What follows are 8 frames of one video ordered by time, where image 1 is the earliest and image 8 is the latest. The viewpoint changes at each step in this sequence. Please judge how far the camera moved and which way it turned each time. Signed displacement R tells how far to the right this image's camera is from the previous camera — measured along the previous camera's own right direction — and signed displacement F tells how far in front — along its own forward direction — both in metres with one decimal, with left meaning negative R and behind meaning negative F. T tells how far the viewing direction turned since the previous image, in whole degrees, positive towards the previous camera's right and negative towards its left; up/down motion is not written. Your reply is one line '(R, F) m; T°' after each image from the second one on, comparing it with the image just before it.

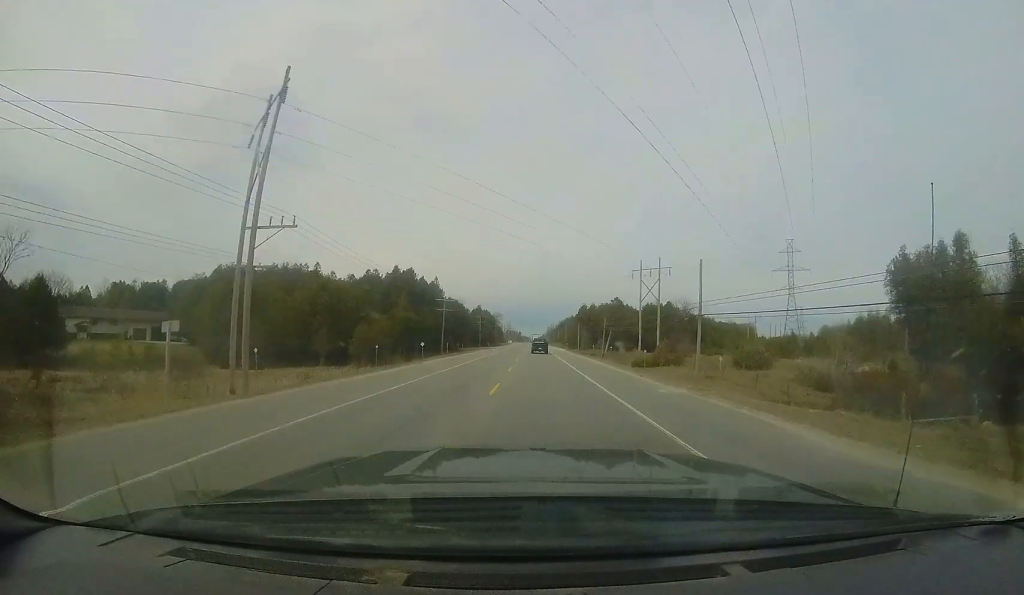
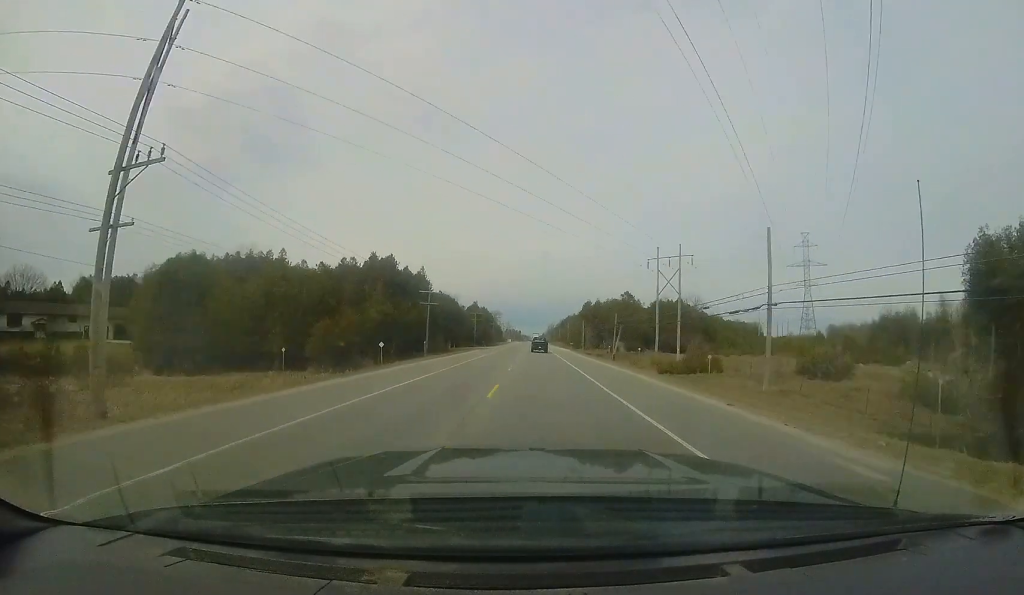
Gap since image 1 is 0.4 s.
(0.0, +9.2) m; 0°
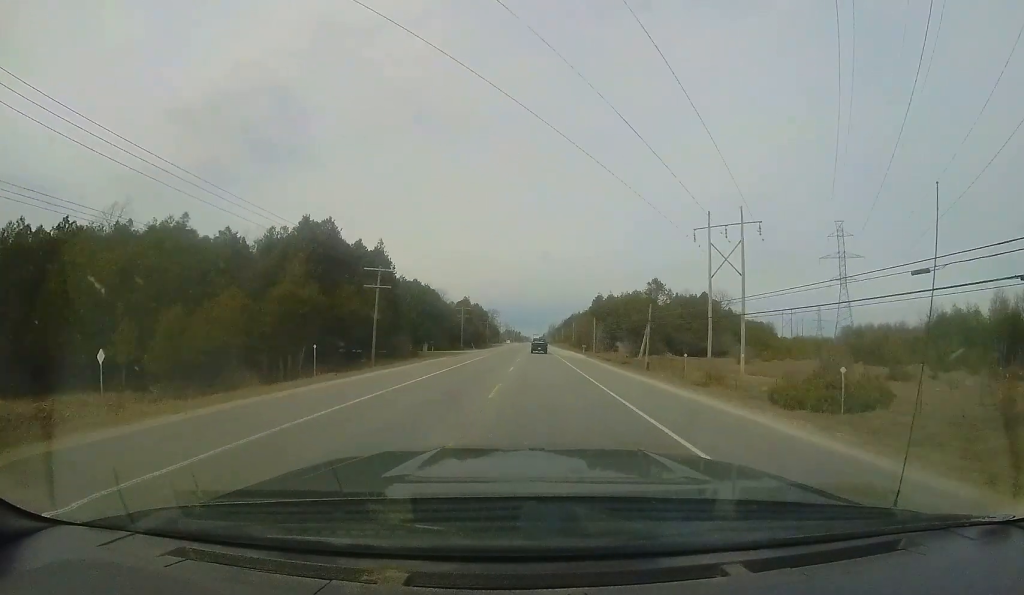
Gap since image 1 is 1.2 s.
(-0.2, +17.6) m; -1°
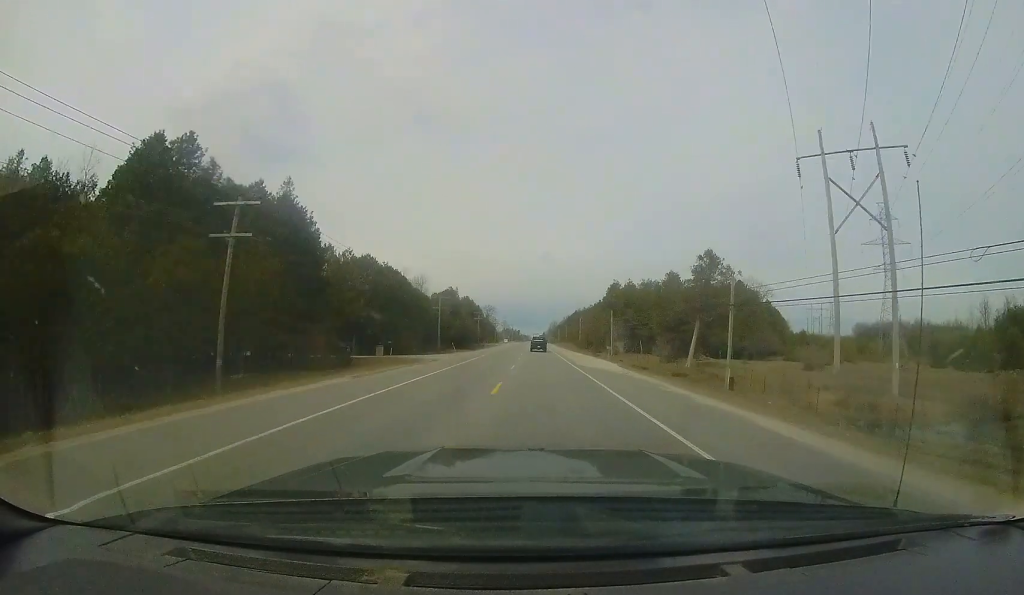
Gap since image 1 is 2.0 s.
(-0.1, +18.3) m; 0°
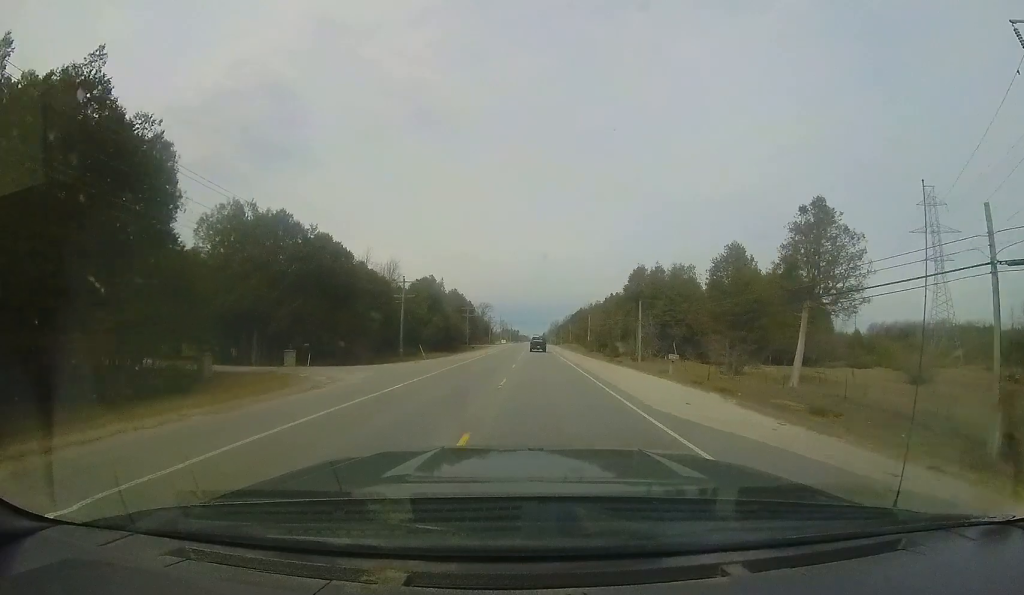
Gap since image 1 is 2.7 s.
(0.0, +16.7) m; 0°
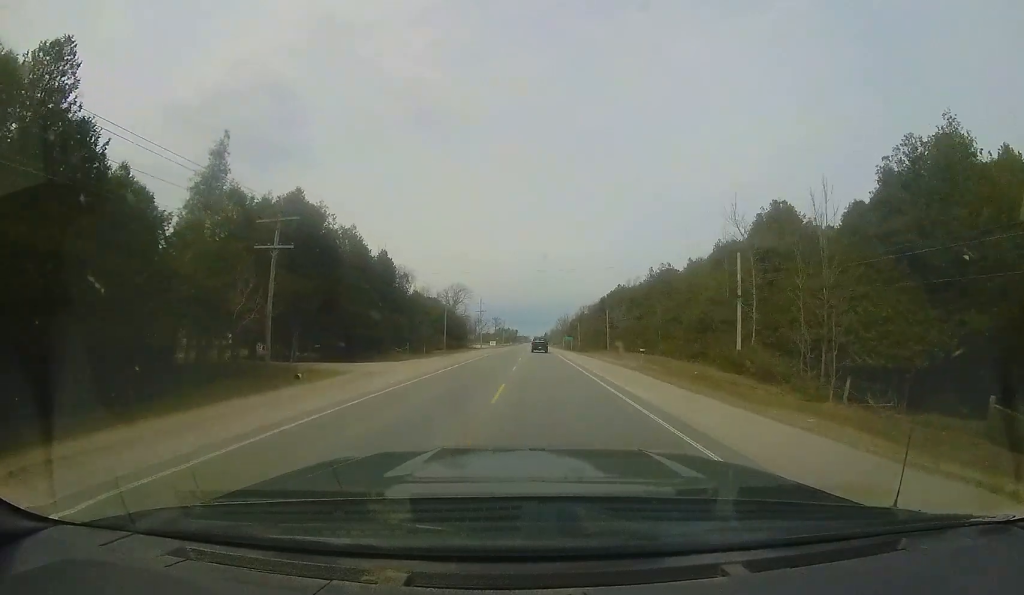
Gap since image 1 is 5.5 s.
(+0.3, +63.6) m; 0°
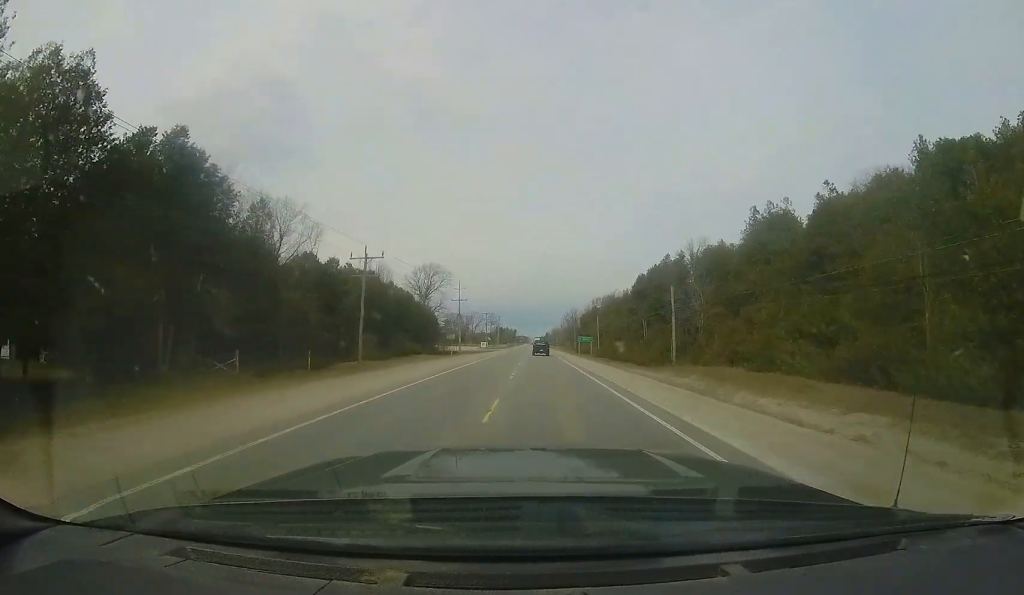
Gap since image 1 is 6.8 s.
(+0.3, +30.4) m; +1°
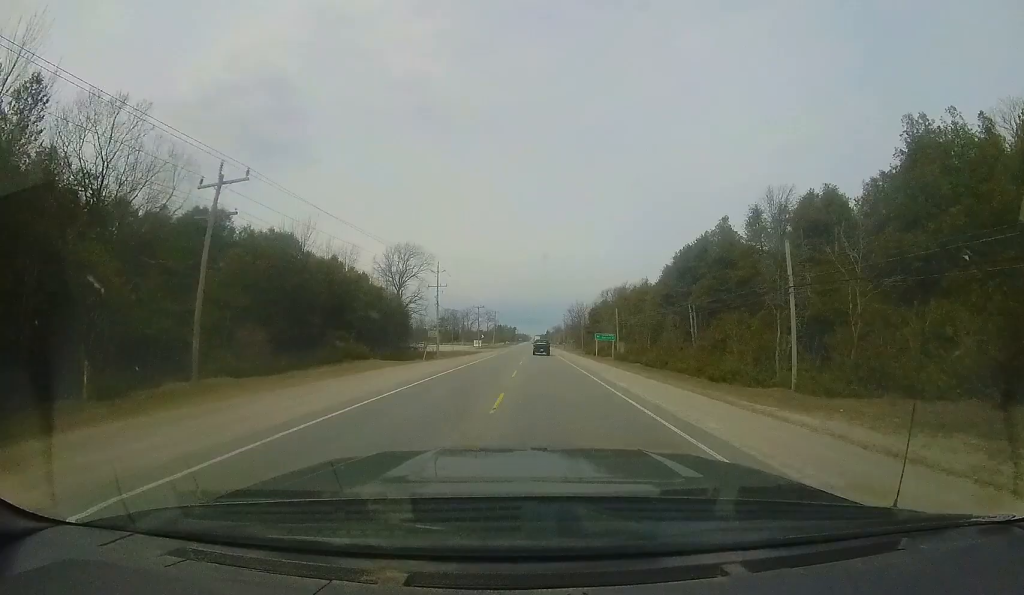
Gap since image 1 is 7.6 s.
(0.0, +16.8) m; 0°
